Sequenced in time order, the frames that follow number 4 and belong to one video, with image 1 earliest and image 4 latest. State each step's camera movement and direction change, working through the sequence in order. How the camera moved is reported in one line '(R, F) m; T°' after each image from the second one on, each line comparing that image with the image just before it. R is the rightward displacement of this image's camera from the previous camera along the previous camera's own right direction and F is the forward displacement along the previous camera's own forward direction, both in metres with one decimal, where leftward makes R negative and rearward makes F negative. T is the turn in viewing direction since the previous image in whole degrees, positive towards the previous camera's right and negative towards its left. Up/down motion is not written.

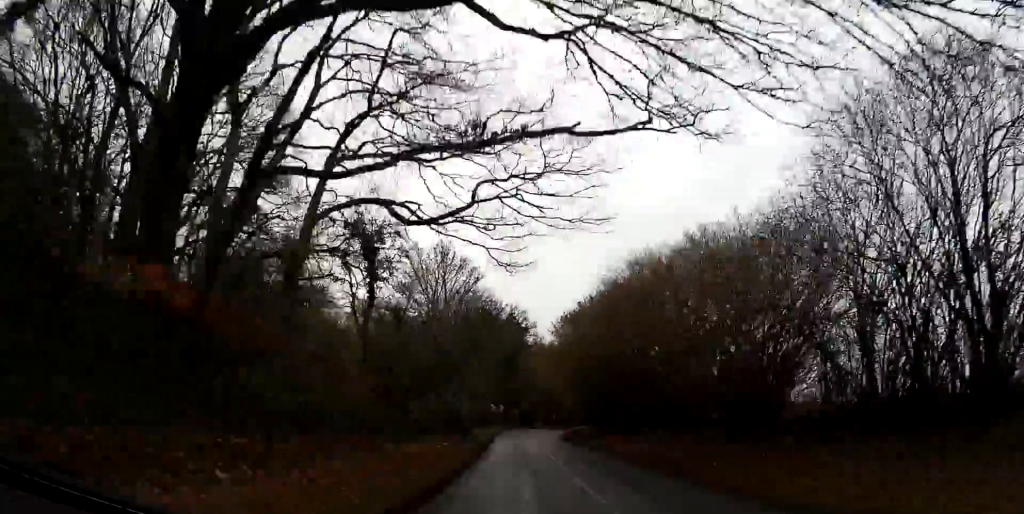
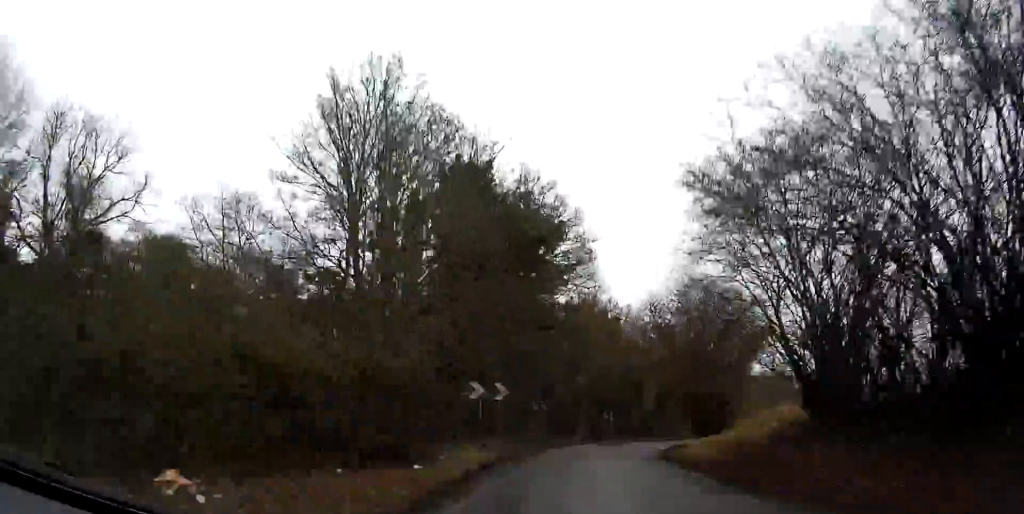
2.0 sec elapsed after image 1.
(+0.2, +42.3) m; +1°
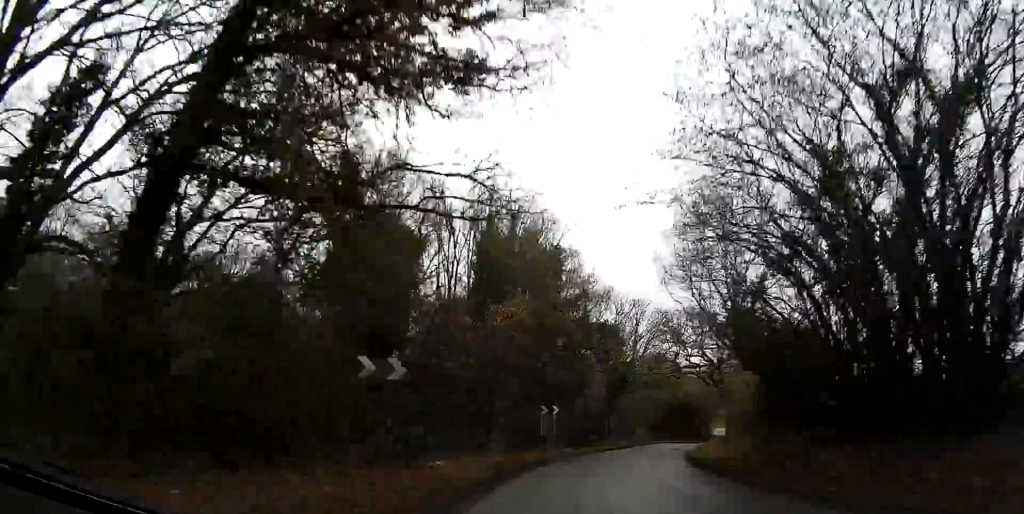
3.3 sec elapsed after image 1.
(+1.2, +26.2) m; +7°
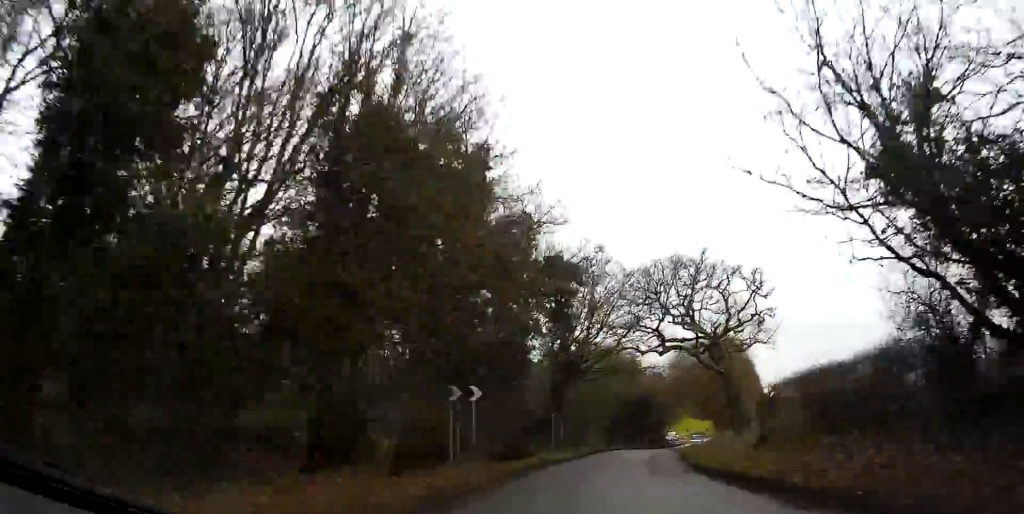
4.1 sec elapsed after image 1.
(+0.7, +14.6) m; +5°
